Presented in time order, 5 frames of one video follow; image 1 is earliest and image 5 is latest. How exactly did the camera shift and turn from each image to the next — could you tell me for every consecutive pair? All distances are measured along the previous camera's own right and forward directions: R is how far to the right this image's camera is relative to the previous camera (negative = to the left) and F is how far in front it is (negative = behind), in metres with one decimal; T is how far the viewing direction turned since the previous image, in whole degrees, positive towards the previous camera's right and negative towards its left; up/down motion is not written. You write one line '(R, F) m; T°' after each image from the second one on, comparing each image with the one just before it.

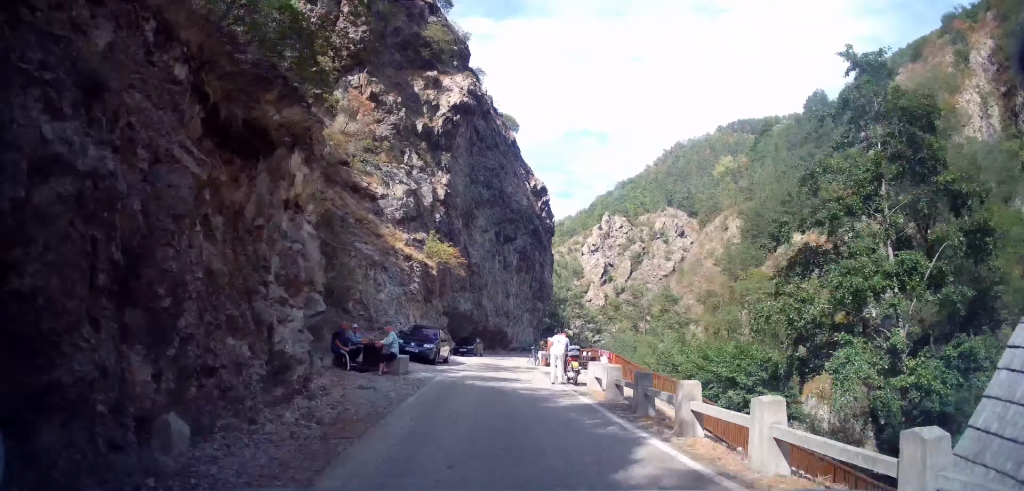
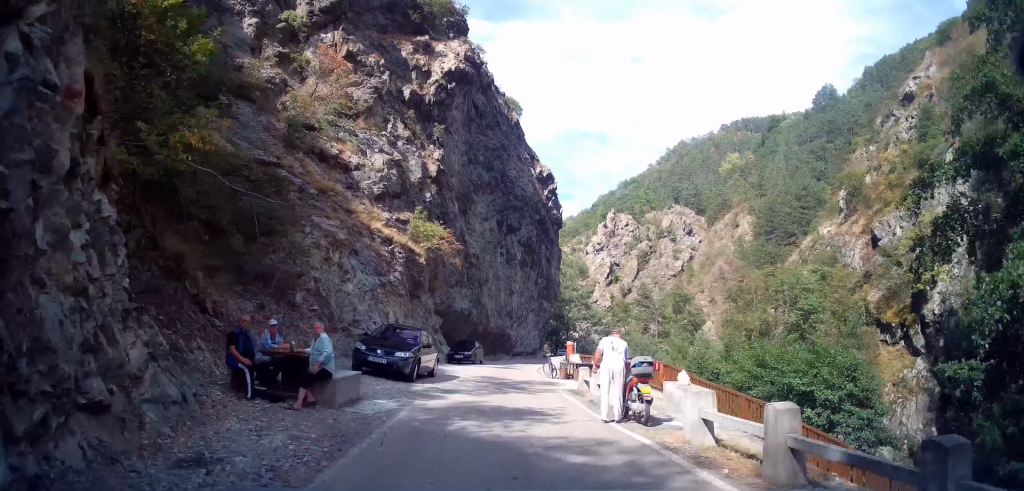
(-0.2, +6.5) m; 0°
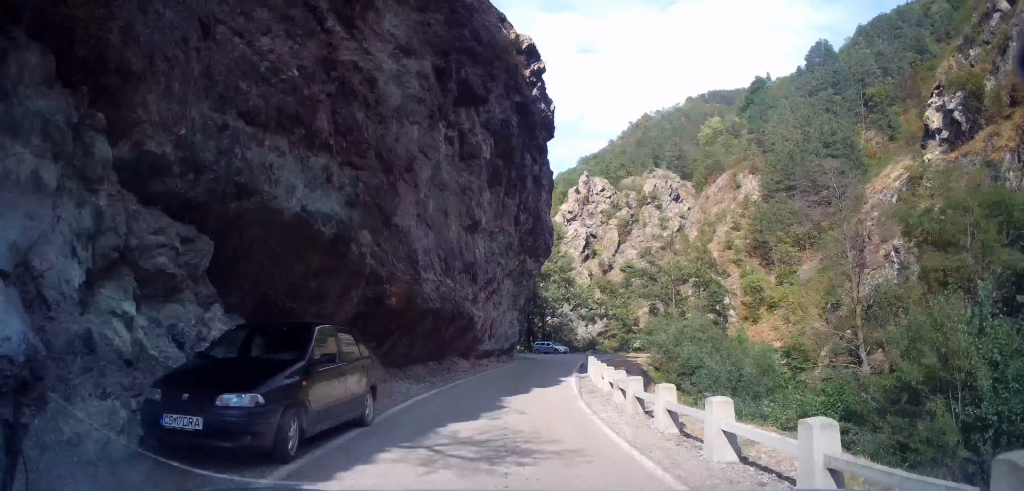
(+1.0, +27.3) m; +7°
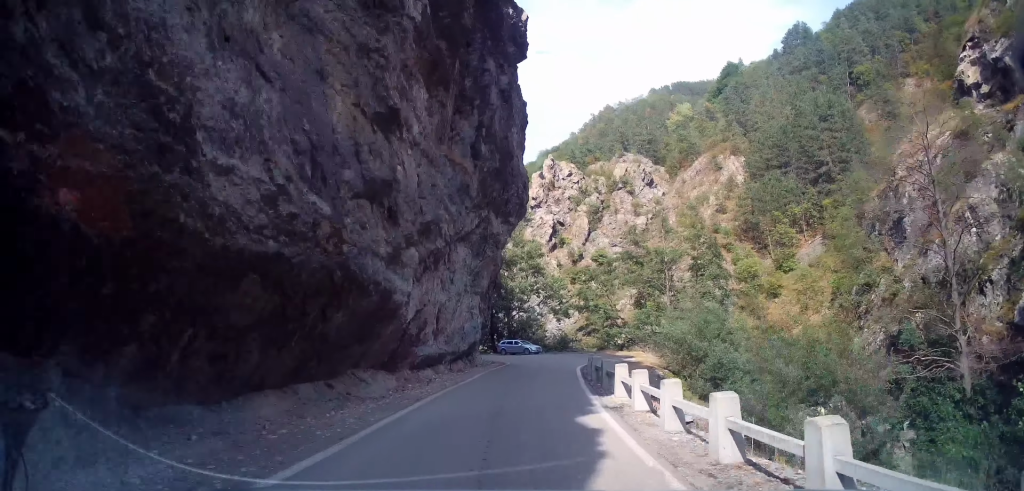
(+0.5, +10.3) m; +5°
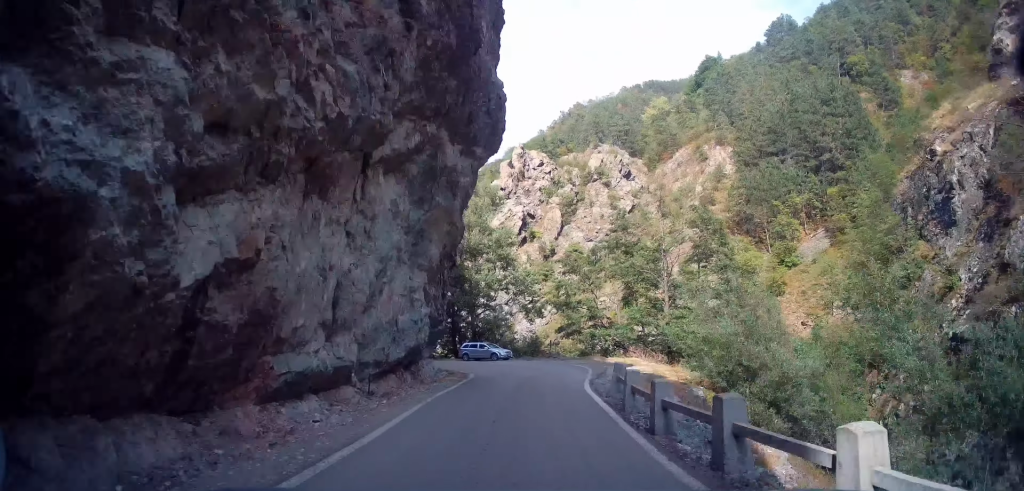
(+0.2, +8.3) m; +4°
